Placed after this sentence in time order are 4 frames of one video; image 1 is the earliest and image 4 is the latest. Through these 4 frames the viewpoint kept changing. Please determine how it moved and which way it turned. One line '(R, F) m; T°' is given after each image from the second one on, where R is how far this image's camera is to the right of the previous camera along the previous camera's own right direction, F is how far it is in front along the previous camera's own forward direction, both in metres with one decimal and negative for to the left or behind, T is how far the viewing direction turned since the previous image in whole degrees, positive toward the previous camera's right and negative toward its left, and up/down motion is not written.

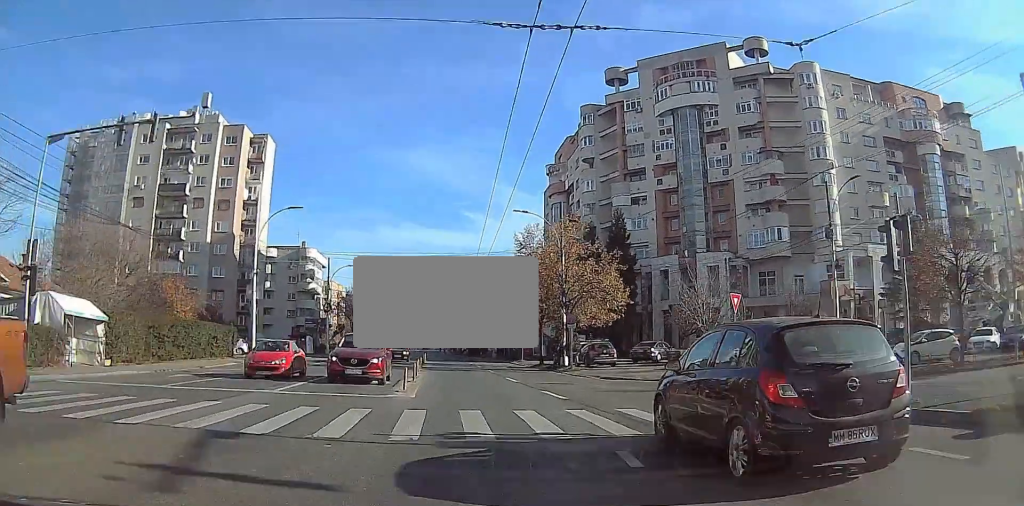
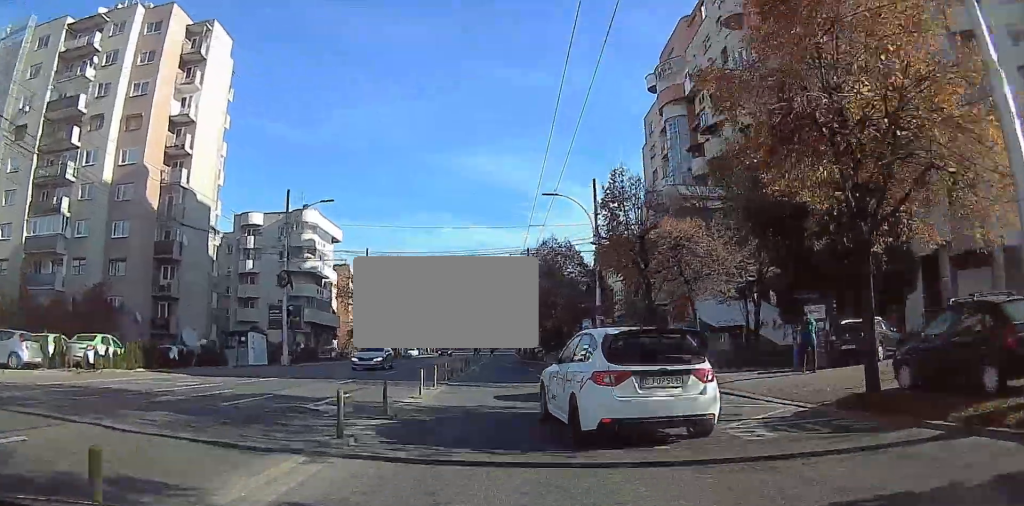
(0.0, +32.4) m; 0°
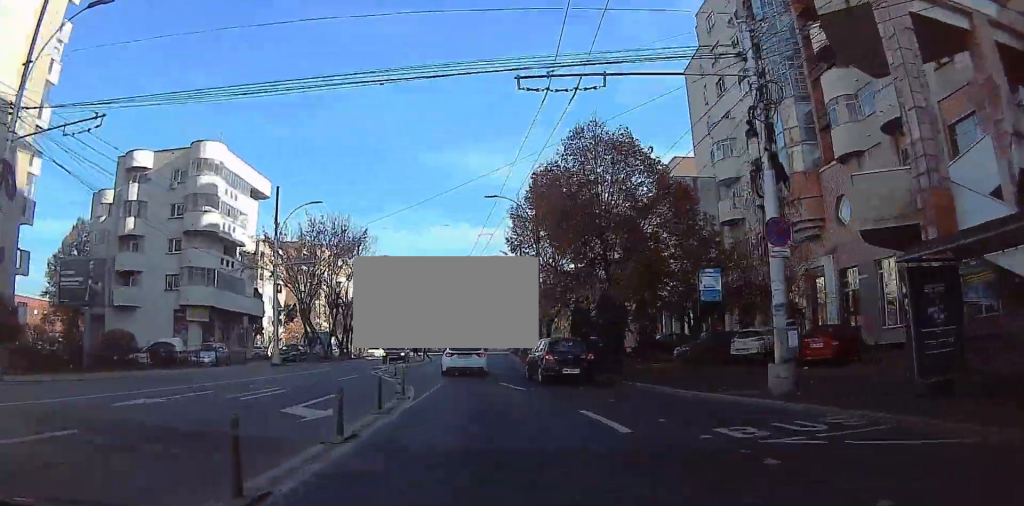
(0.0, +23.8) m; 0°
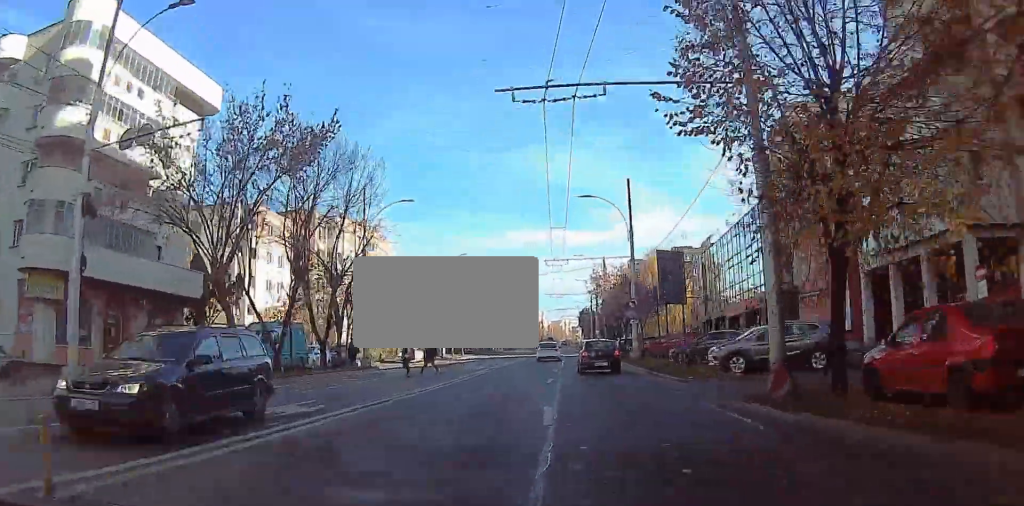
(0.0, +25.1) m; 0°
